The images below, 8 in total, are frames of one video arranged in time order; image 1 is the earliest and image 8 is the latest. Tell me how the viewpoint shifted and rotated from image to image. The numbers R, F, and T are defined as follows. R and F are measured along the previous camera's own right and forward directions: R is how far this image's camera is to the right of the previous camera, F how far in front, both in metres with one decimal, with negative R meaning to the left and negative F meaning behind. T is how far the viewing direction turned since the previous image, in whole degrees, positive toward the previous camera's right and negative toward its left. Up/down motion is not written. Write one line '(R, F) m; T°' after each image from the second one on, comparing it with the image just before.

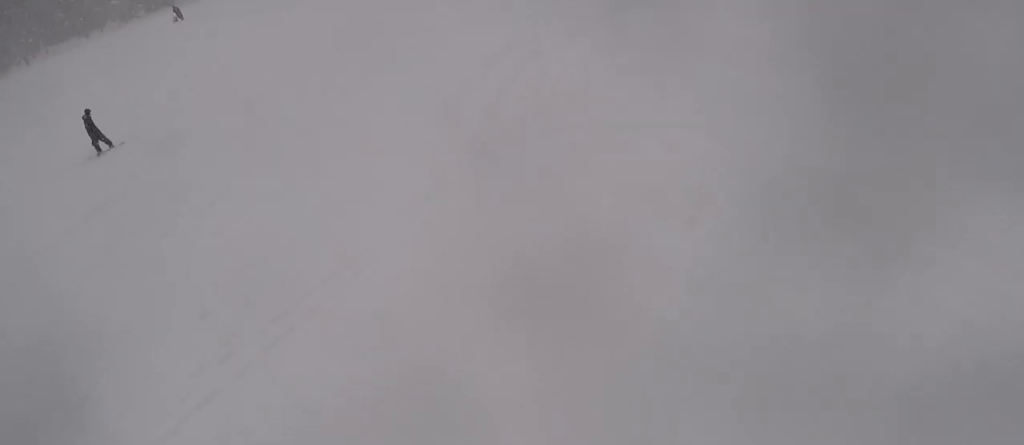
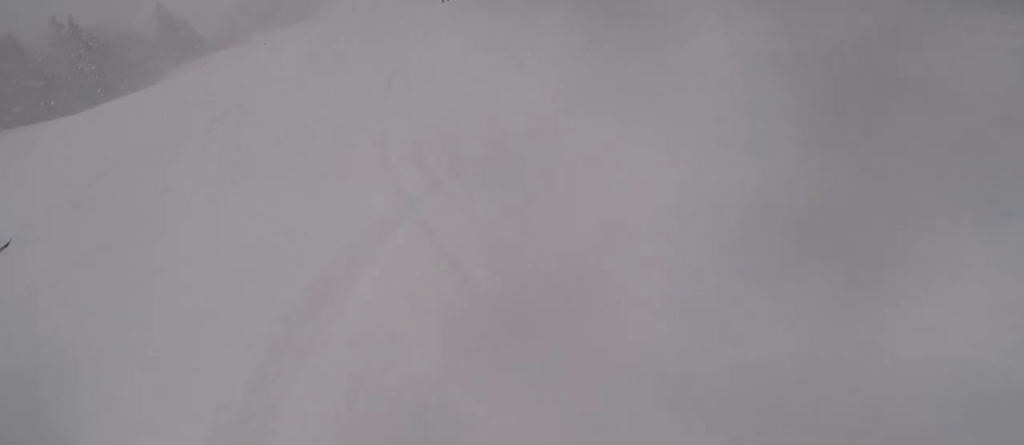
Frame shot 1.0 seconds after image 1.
(+1.6, +9.7) m; +13°
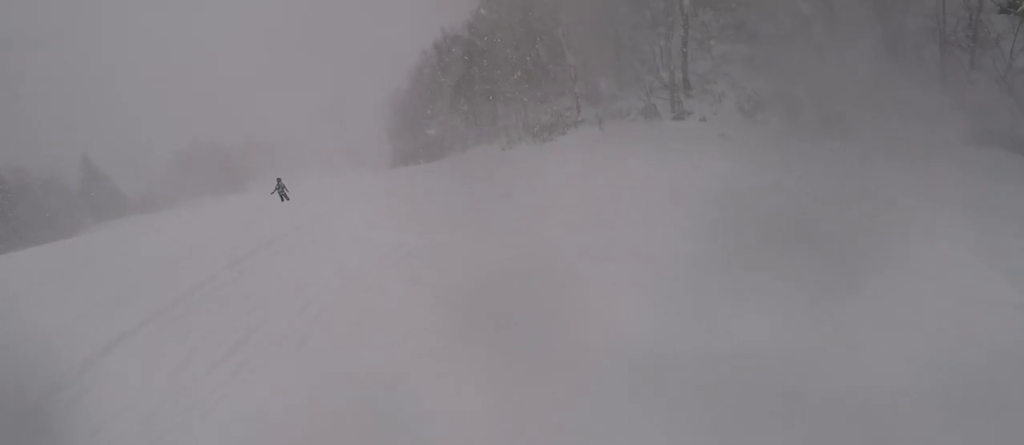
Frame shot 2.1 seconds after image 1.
(+0.6, +10.4) m; -3°
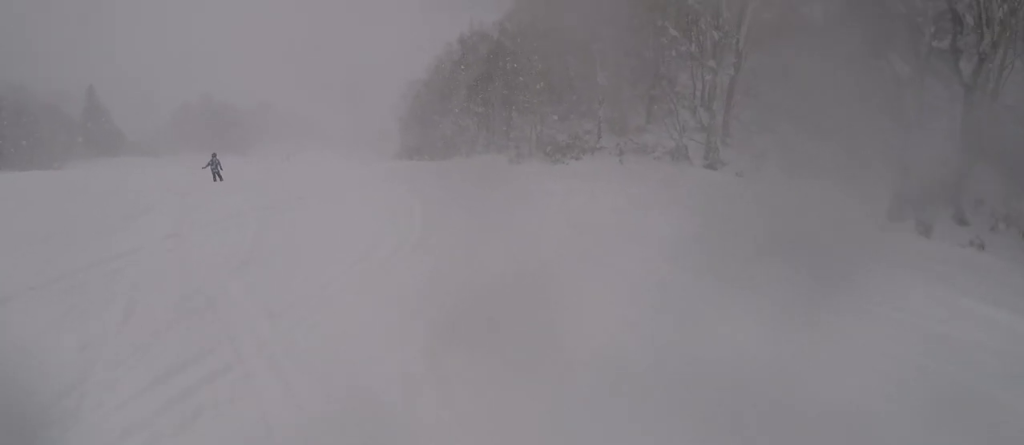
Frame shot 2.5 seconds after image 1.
(+0.2, +4.2) m; -7°
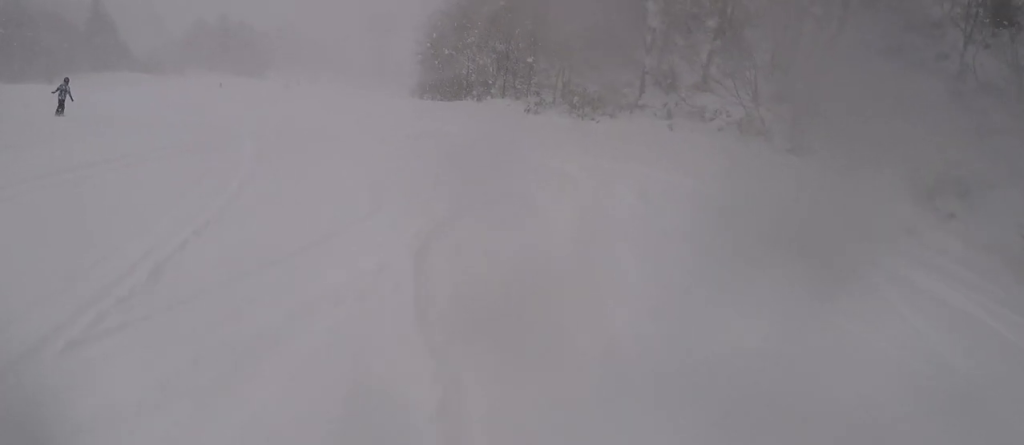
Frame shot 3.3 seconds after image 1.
(-1.2, +6.8) m; -9°
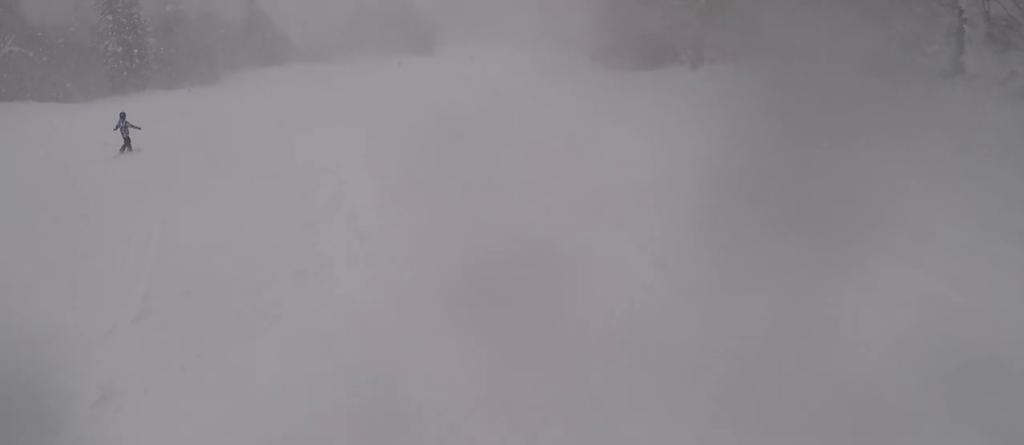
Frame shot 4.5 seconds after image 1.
(-0.4, +10.4) m; +3°
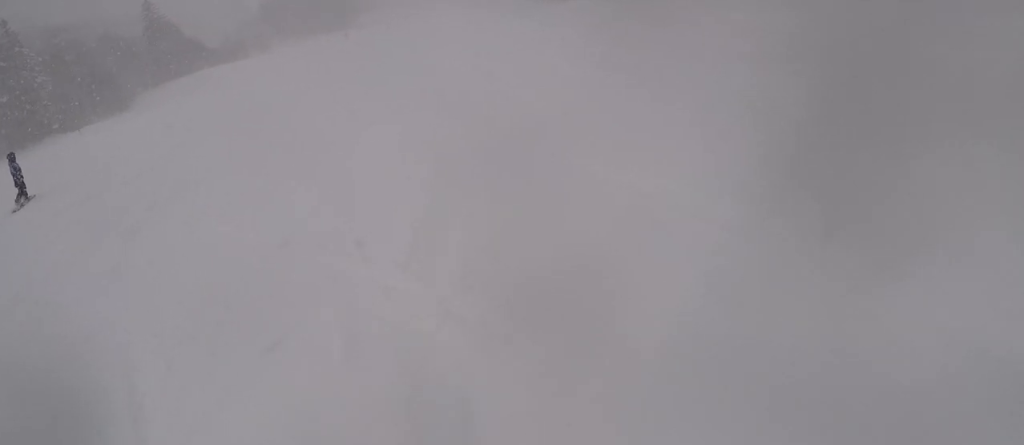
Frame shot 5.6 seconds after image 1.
(+0.5, +9.1) m; +2°
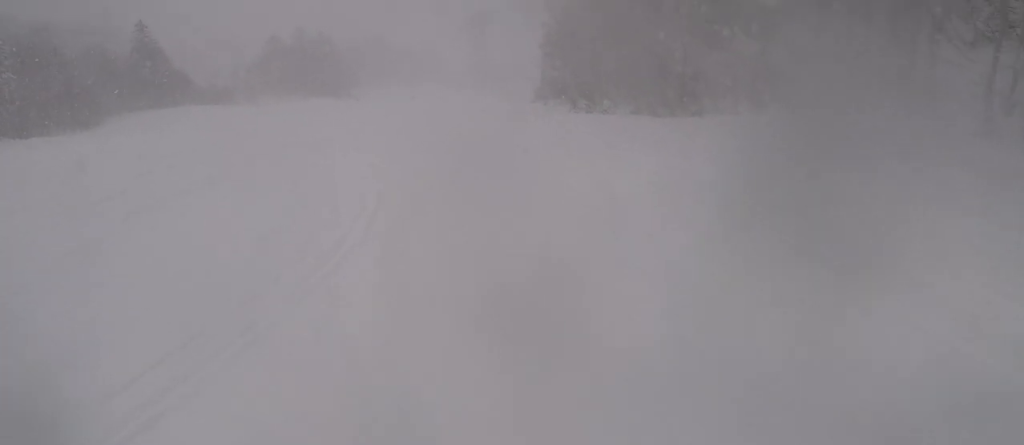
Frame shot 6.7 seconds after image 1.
(-0.3, +9.3) m; -10°
